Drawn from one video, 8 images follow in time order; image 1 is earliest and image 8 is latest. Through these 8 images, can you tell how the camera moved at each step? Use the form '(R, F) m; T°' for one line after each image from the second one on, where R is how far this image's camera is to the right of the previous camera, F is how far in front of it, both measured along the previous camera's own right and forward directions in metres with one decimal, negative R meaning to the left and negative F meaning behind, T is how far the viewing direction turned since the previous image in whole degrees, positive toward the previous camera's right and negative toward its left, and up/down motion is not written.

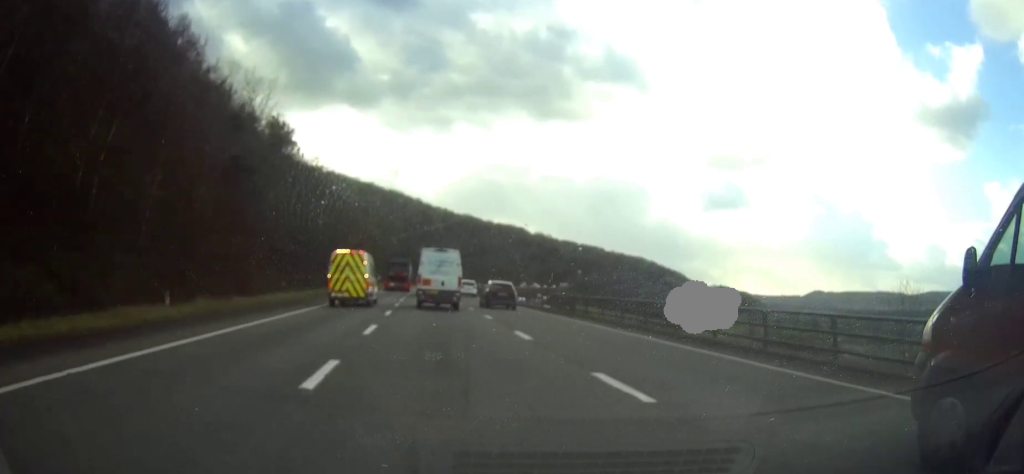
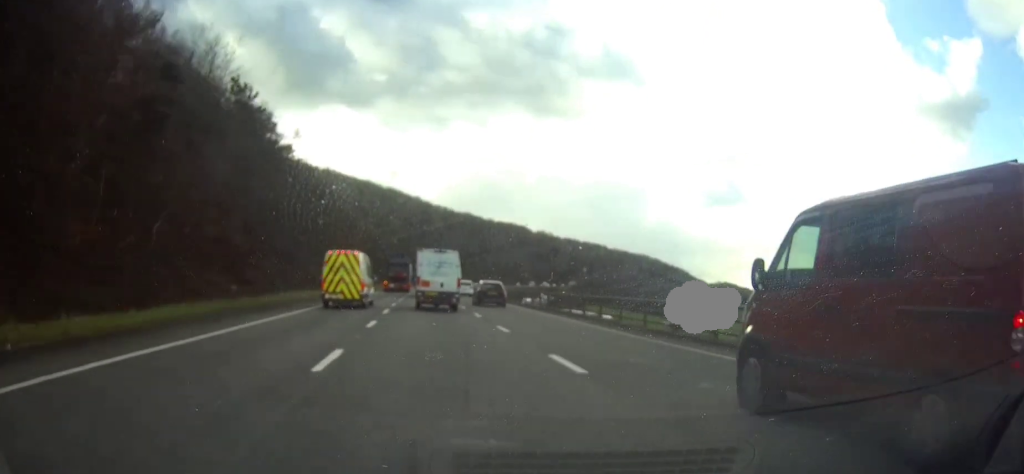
(0.0, +15.8) m; 0°
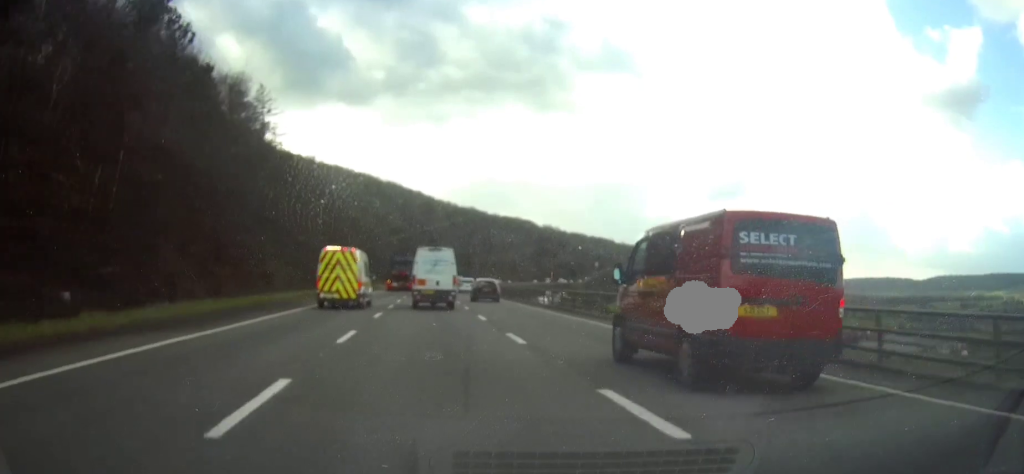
(-0.2, +23.0) m; -1°
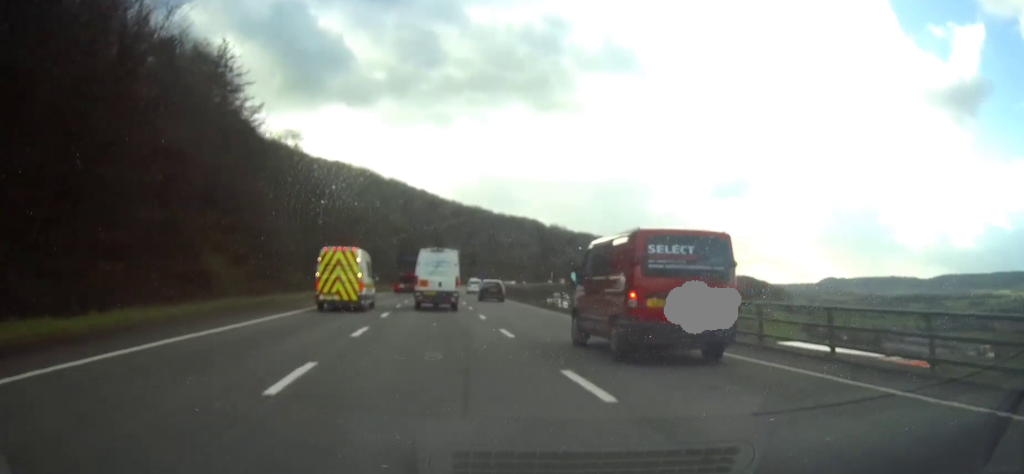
(-0.1, +16.6) m; 0°
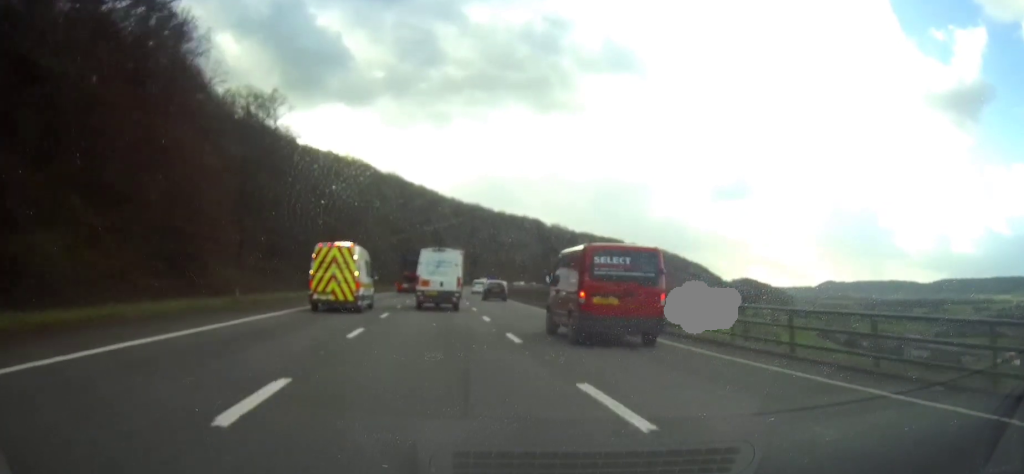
(0.0, +19.8) m; 0°
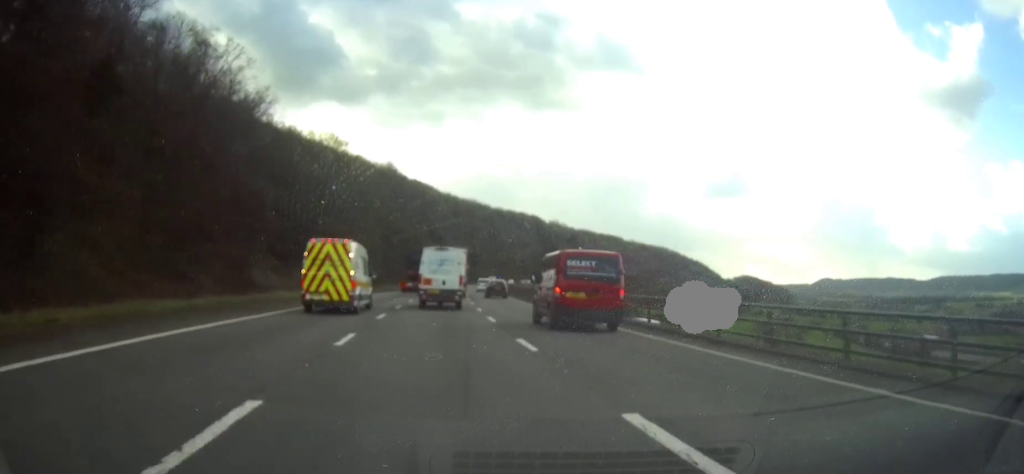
(+0.2, +20.4) m; +1°
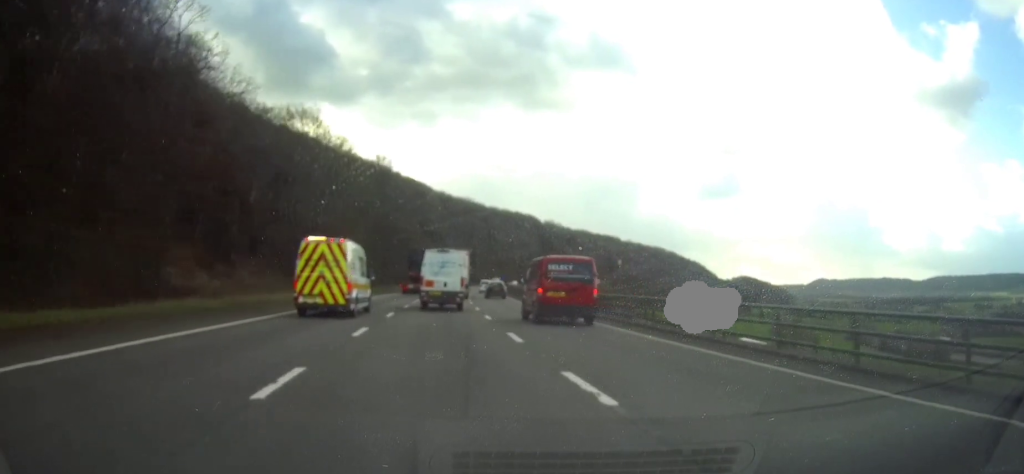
(0.0, +15.6) m; 0°
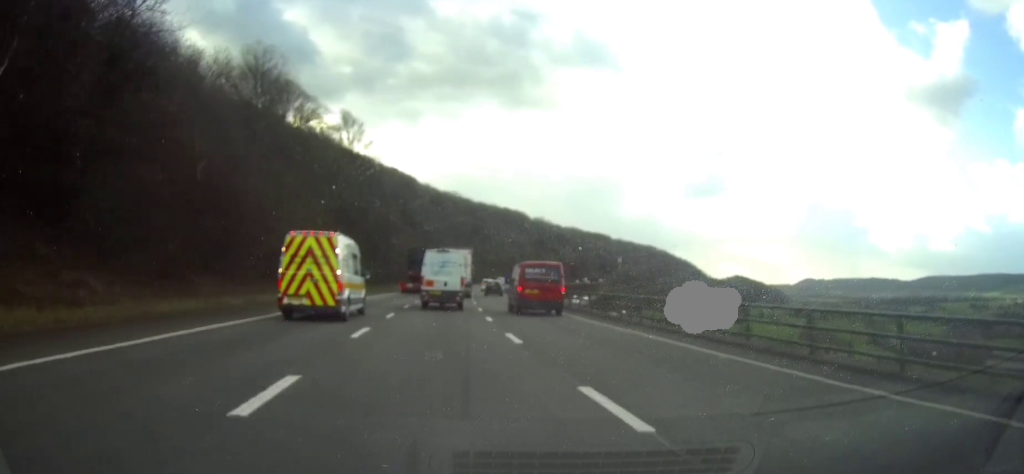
(+0.2, +28.8) m; +1°
